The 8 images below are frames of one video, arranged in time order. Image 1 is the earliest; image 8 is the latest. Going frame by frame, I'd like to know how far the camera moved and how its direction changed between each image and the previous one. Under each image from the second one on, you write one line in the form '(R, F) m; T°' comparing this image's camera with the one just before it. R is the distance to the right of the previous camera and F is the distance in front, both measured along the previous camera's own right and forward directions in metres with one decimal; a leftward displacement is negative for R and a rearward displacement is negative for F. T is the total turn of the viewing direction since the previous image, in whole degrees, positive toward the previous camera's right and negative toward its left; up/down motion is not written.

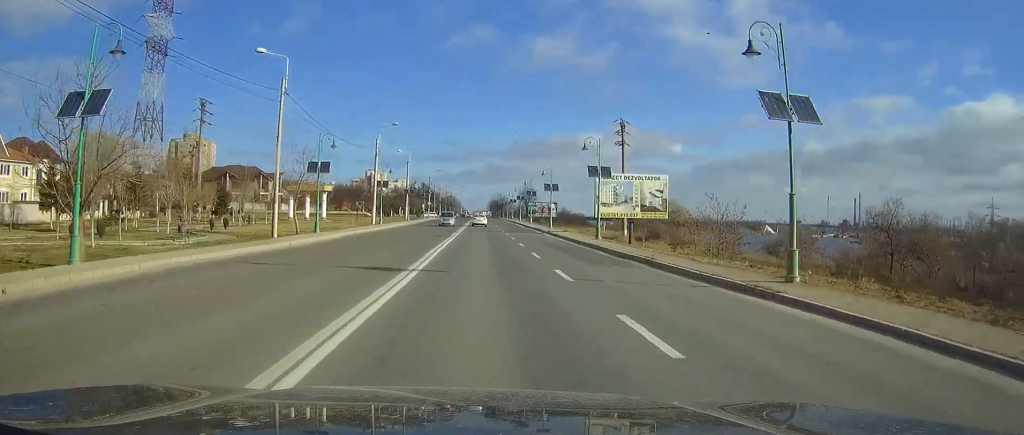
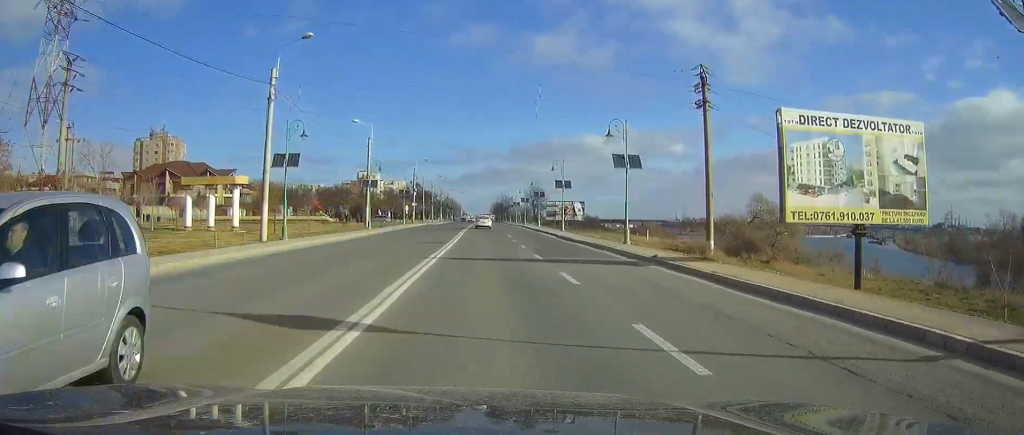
(0.0, +36.9) m; 0°
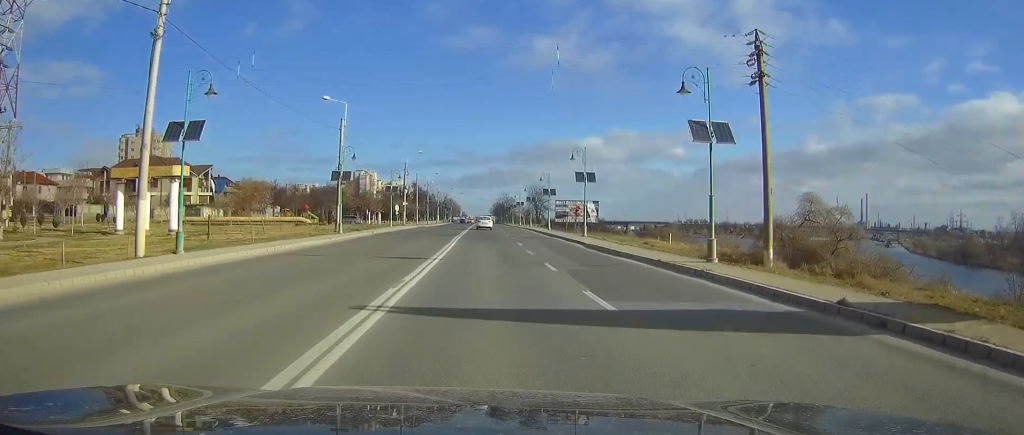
(-0.1, +13.4) m; 0°
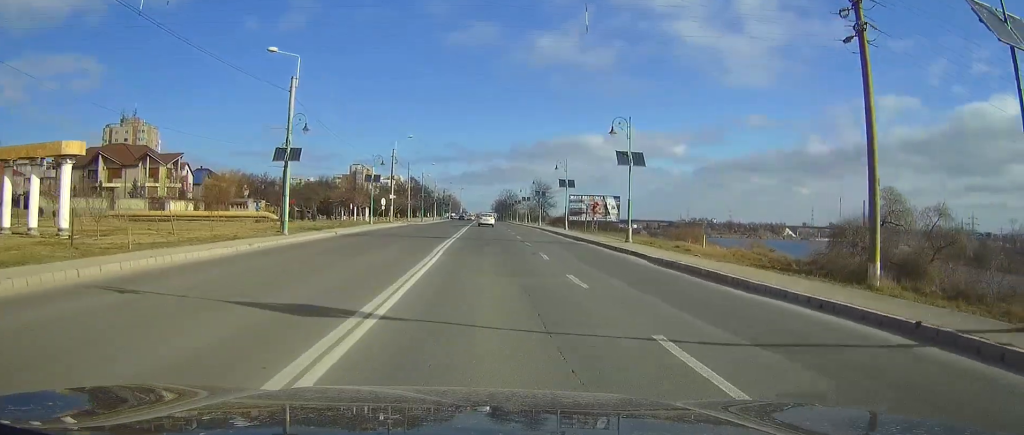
(0.0, +14.9) m; 0°
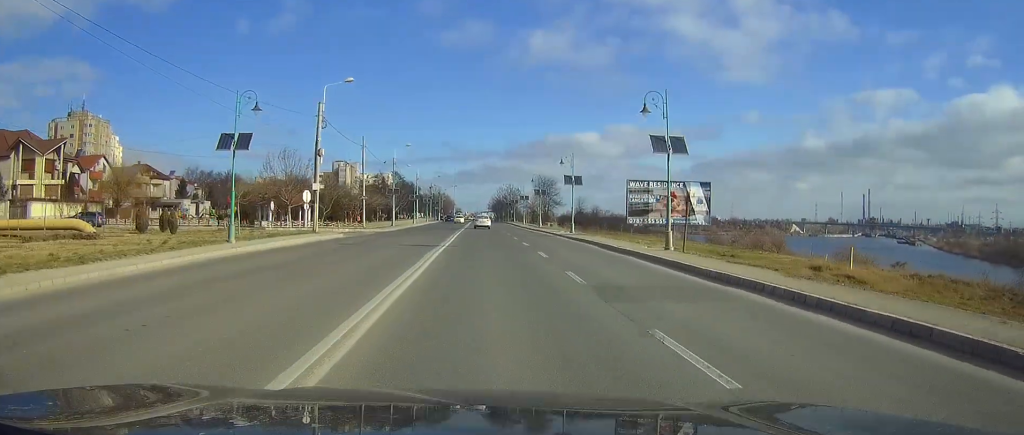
(+0.2, +36.1) m; 0°
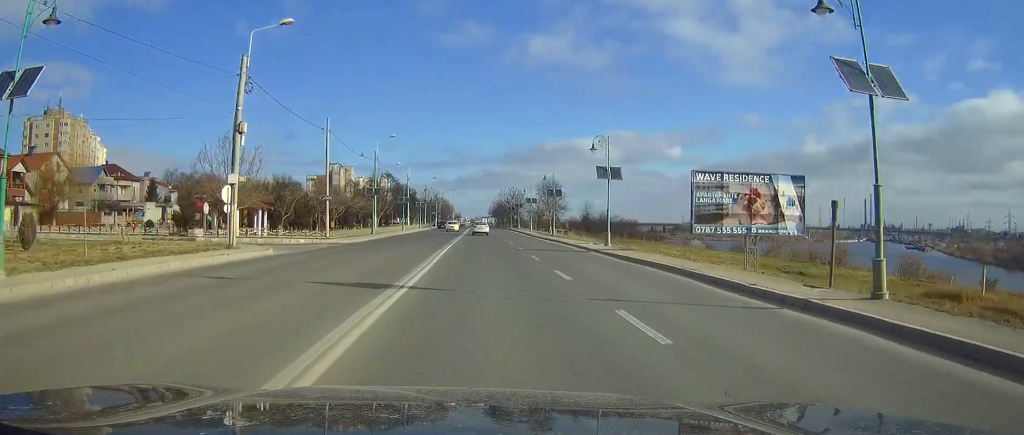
(0.0, +15.7) m; 0°
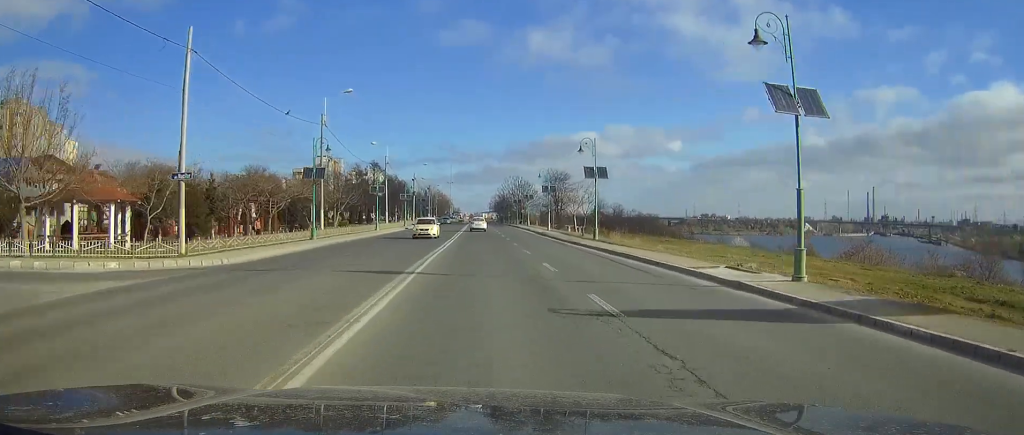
(-0.1, +24.9) m; 0°
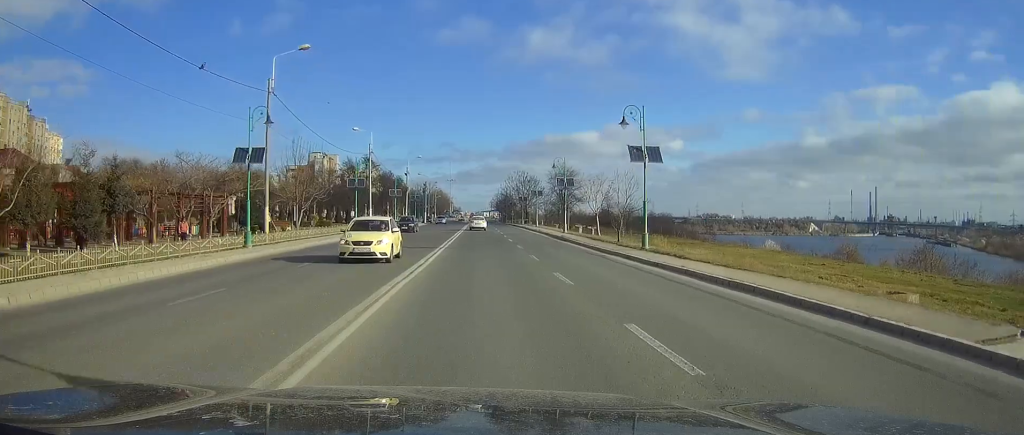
(0.0, +13.0) m; 0°
